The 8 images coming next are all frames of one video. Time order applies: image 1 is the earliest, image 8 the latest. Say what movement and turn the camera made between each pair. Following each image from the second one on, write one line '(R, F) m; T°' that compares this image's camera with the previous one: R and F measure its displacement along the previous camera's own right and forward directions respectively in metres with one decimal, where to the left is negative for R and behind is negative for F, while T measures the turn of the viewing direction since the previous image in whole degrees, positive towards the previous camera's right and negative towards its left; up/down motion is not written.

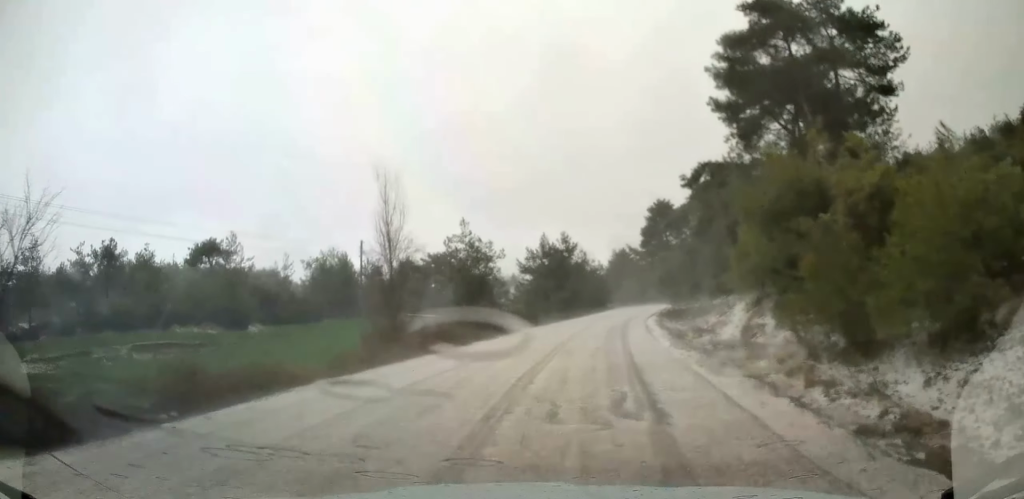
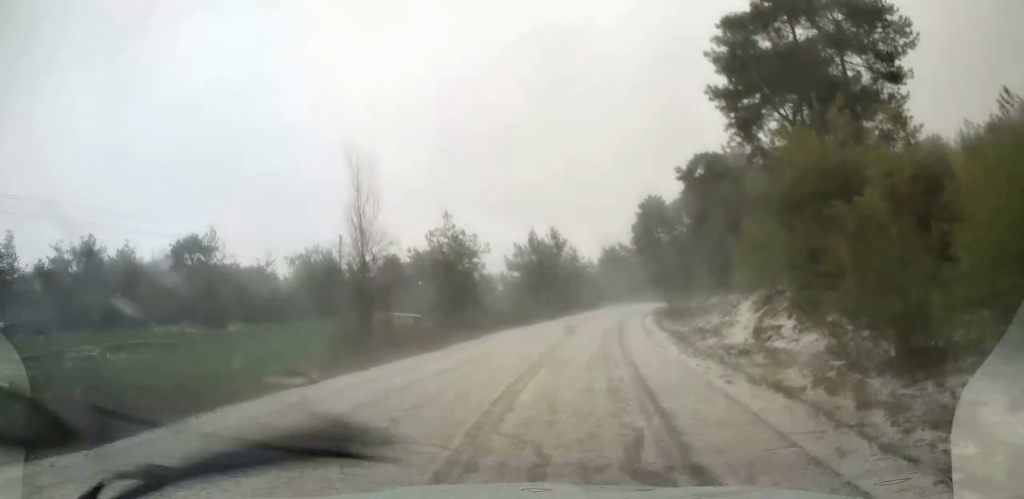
(0.0, +2.4) m; +1°
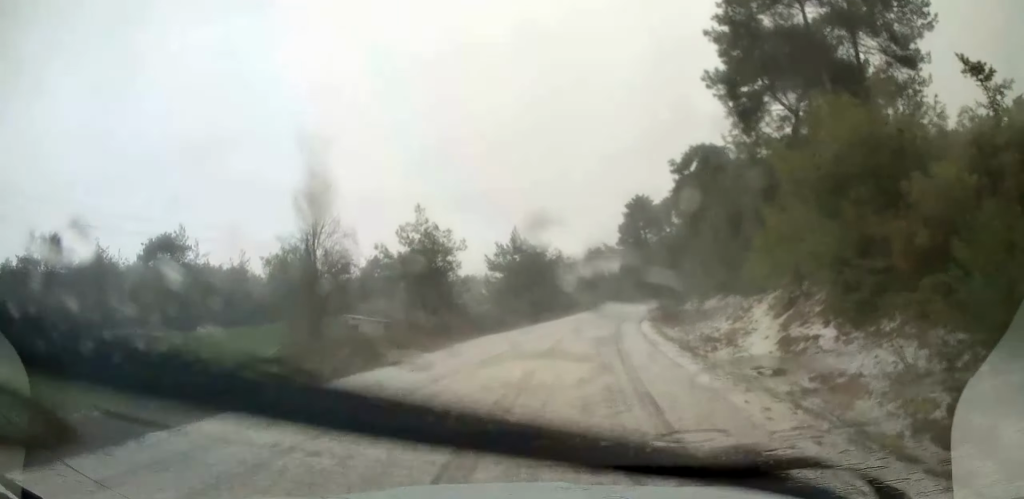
(0.0, +3.4) m; +1°
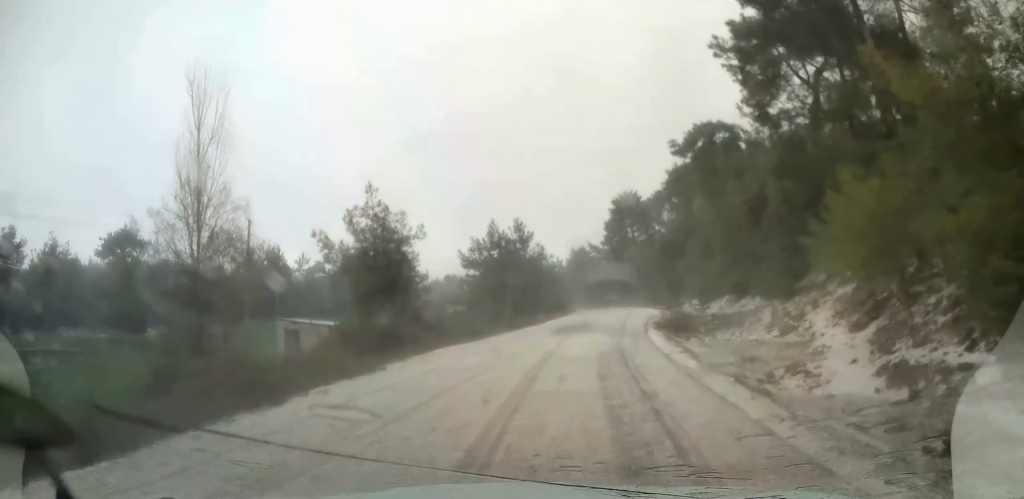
(+0.1, +6.0) m; +1°
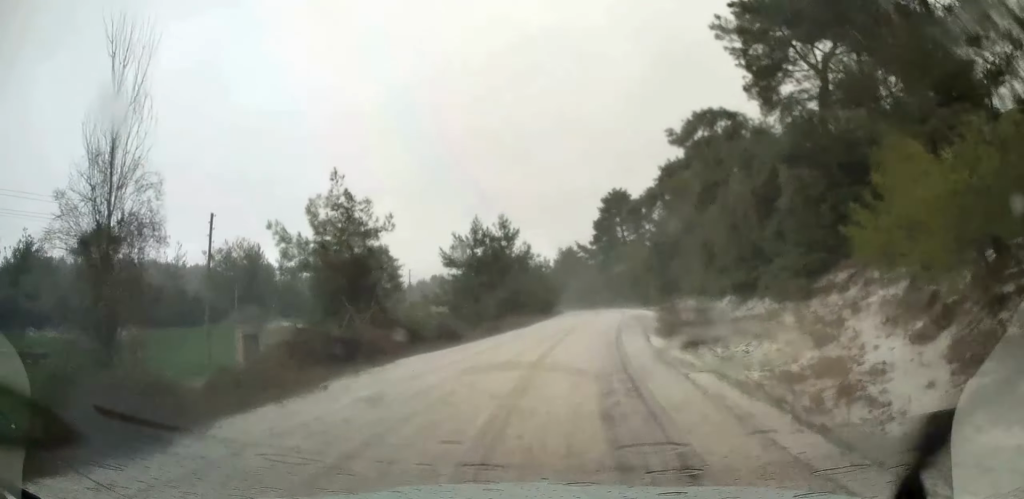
(-0.1, +2.9) m; +1°
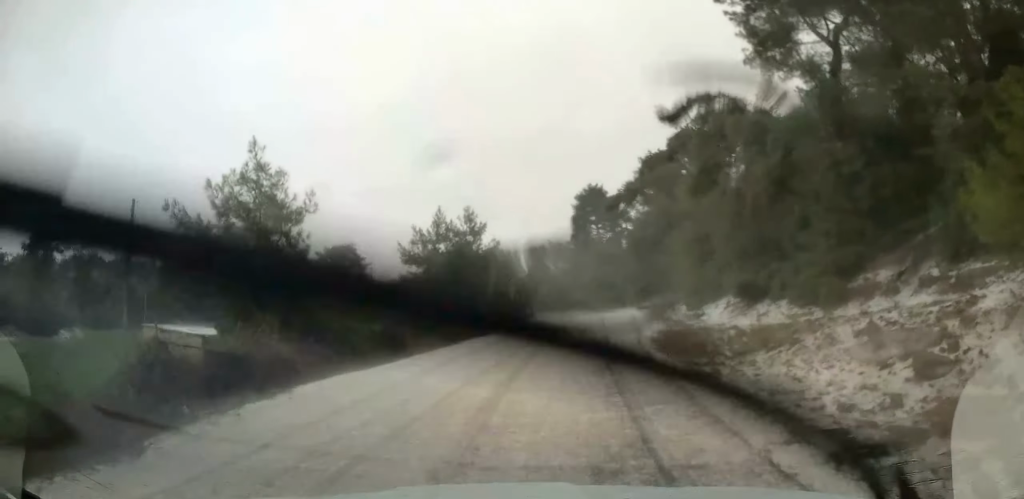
(+0.2, +4.8) m; +1°
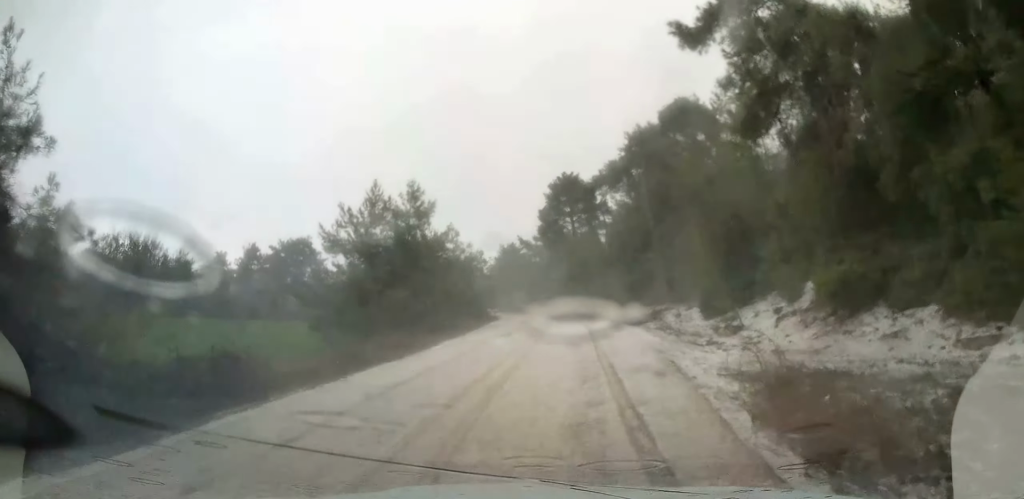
(+0.2, +10.1) m; +4°
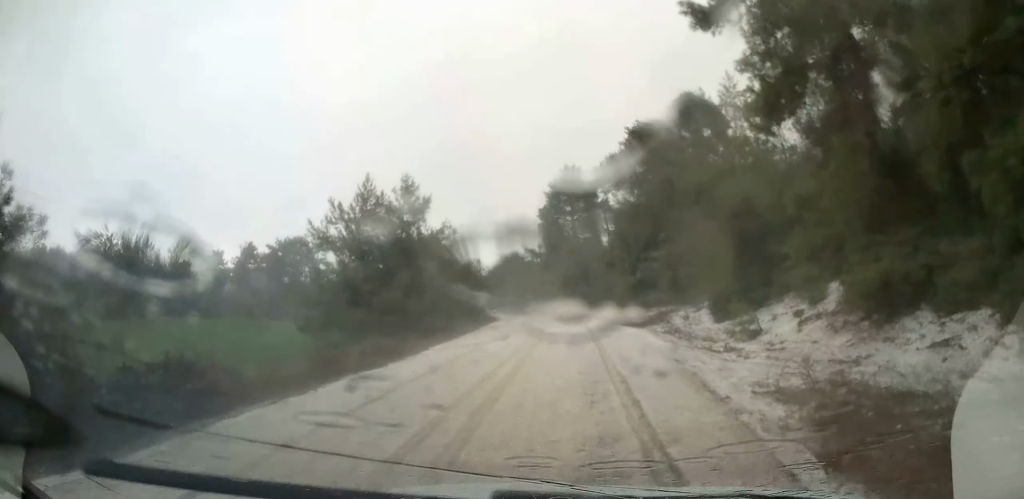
(+0.1, +1.8) m; 0°
